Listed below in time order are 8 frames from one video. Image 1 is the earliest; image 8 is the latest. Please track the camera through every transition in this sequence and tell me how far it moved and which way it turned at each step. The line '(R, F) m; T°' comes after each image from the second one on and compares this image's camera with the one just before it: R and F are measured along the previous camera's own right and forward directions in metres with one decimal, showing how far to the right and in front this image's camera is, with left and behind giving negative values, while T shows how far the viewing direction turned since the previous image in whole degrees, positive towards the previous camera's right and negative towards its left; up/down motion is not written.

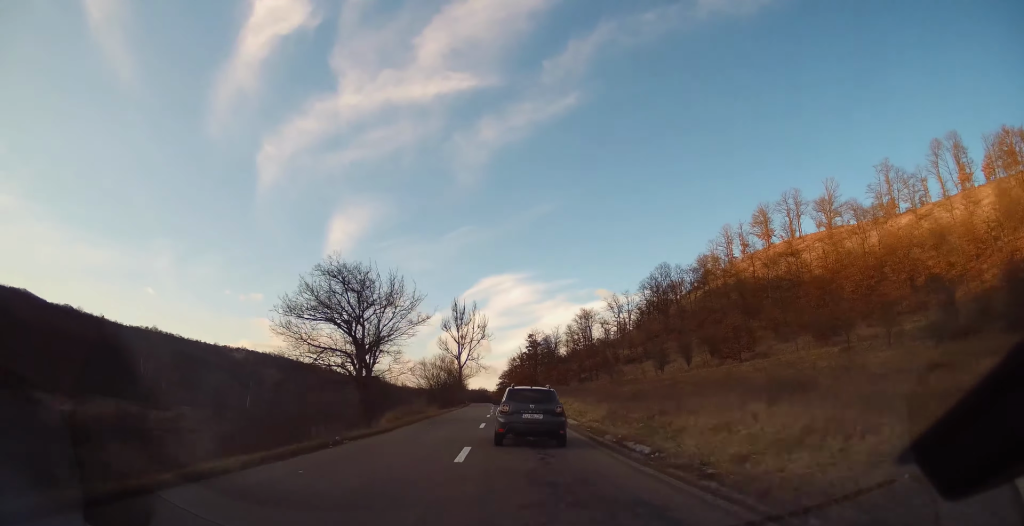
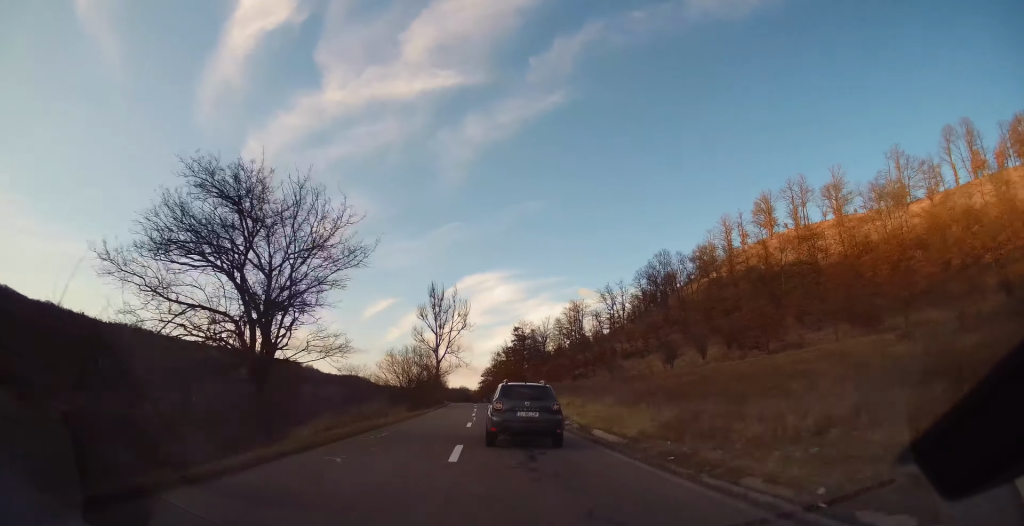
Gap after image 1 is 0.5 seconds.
(+0.1, +11.3) m; 0°
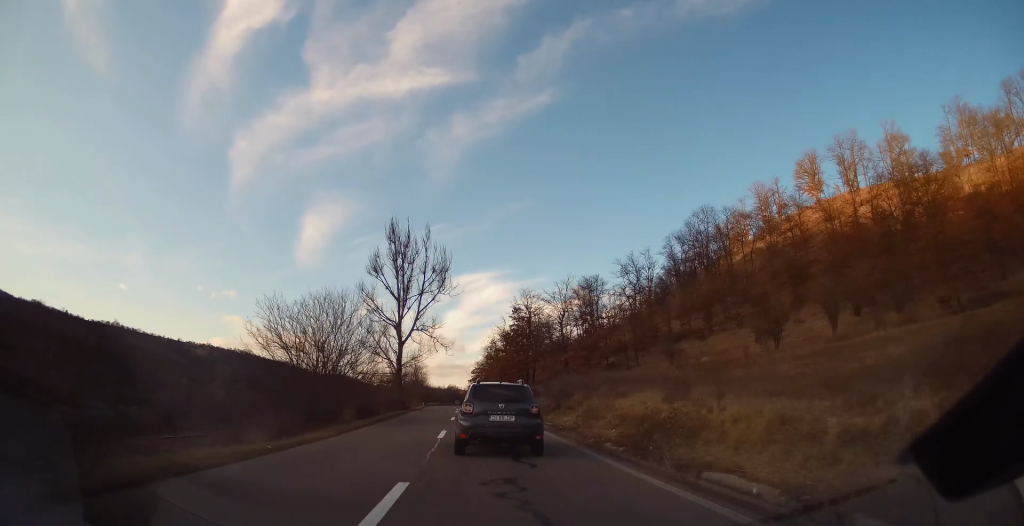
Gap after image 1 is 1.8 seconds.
(+0.2, +28.0) m; +1°
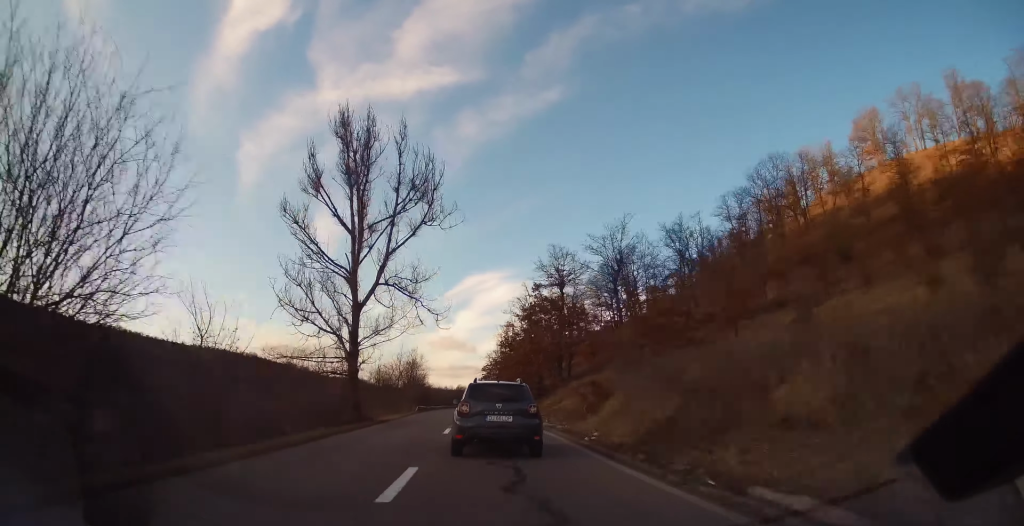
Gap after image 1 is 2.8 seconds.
(+0.1, +21.1) m; -1°
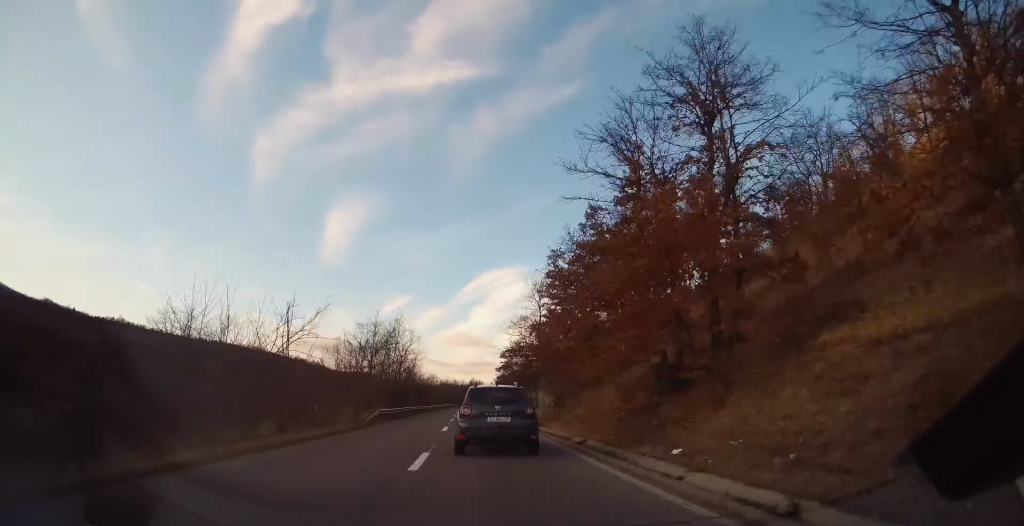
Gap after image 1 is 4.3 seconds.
(-1.0, +31.7) m; -2°
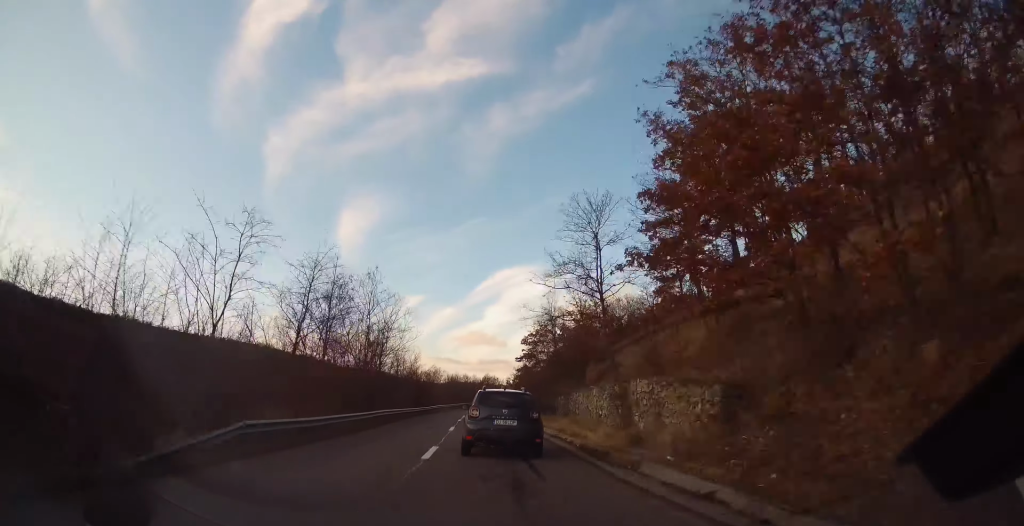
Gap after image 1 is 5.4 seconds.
(0.0, +20.4) m; 0°
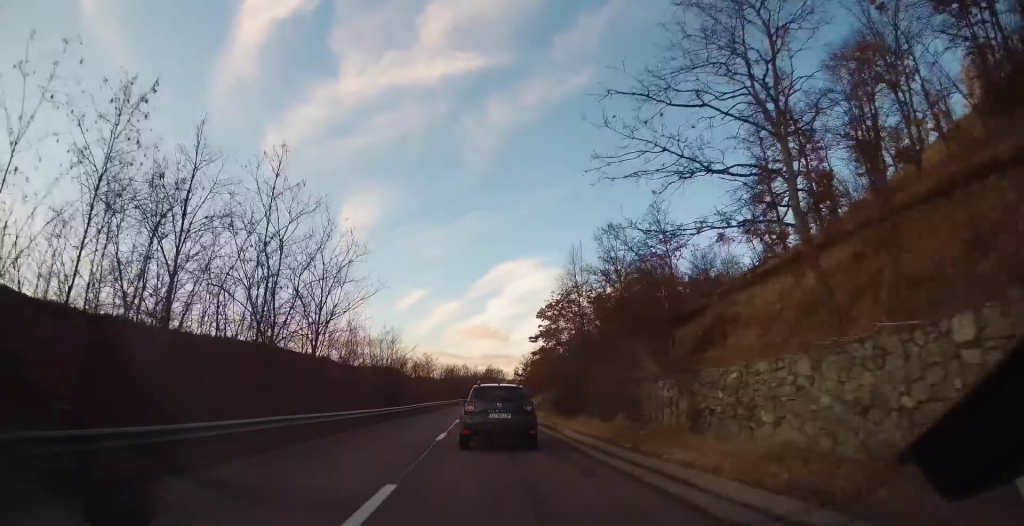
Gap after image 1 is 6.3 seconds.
(-0.2, +18.2) m; -1°
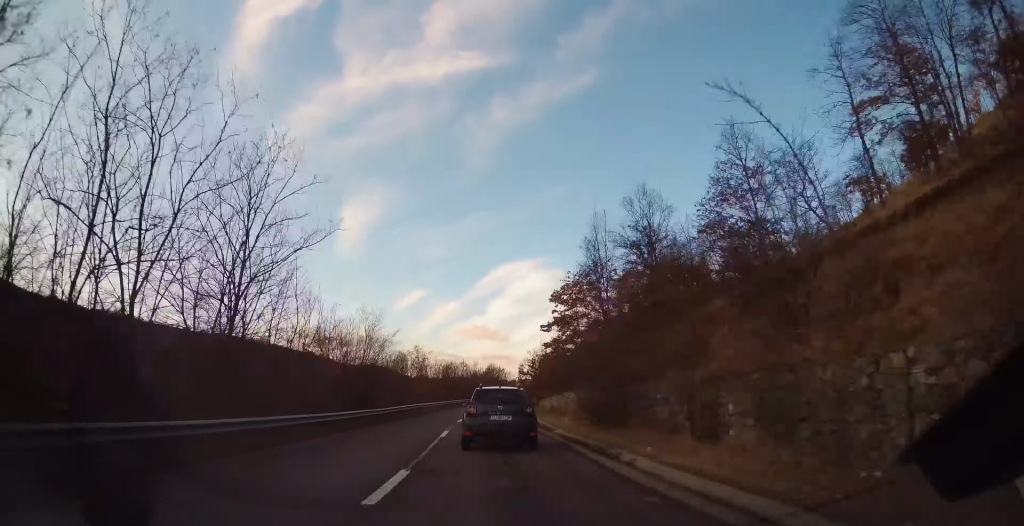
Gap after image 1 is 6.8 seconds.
(-0.1, +9.7) m; 0°
